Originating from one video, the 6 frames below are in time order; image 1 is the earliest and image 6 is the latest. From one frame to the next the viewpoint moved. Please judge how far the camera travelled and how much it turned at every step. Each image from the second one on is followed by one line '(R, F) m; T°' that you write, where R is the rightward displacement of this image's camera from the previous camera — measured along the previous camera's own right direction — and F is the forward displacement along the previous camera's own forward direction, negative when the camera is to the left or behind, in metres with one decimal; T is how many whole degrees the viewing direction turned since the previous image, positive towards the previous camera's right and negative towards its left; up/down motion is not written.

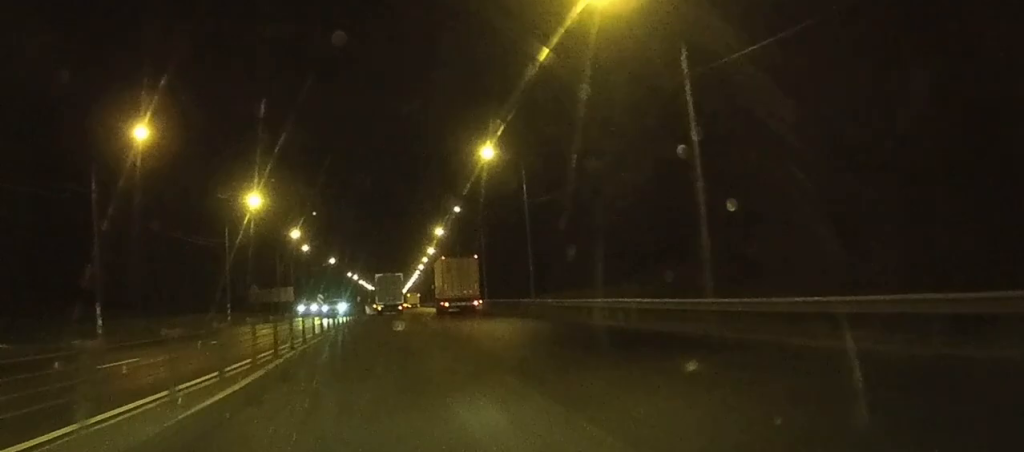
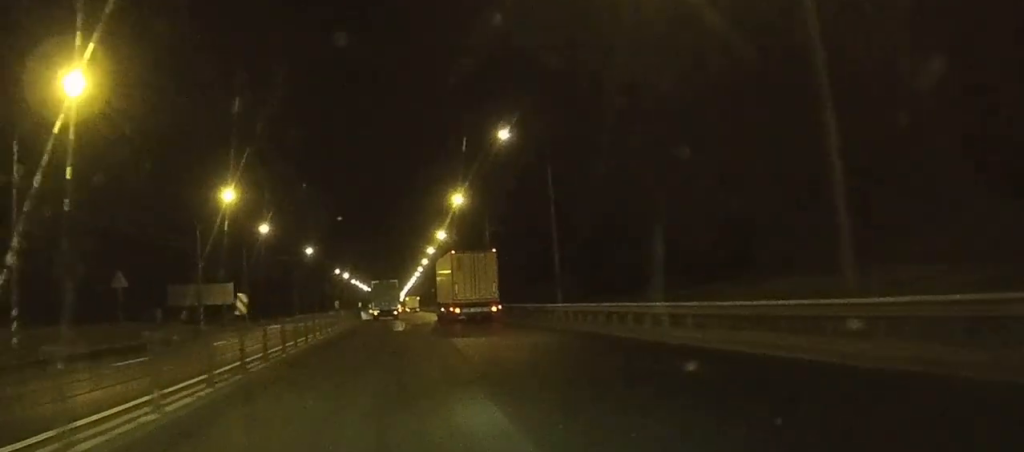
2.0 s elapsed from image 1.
(+0.1, +45.1) m; 0°
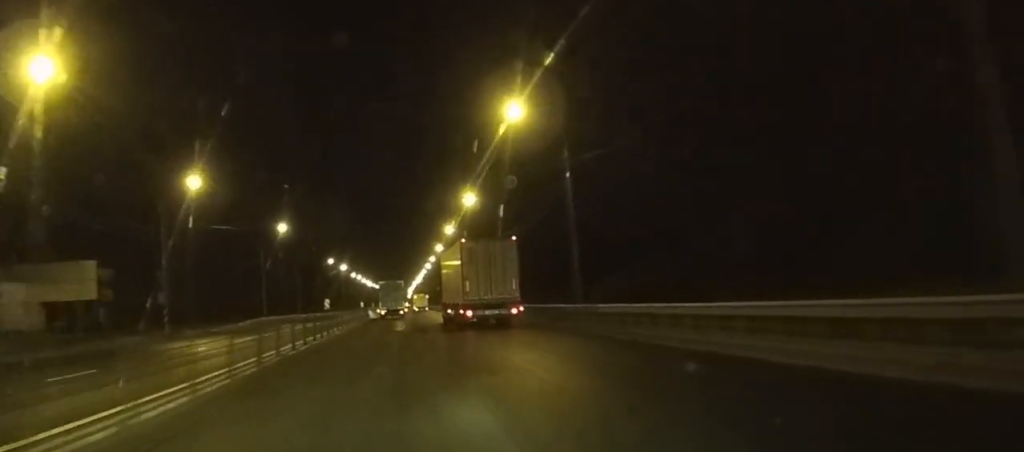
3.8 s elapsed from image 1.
(-0.1, +38.3) m; -1°
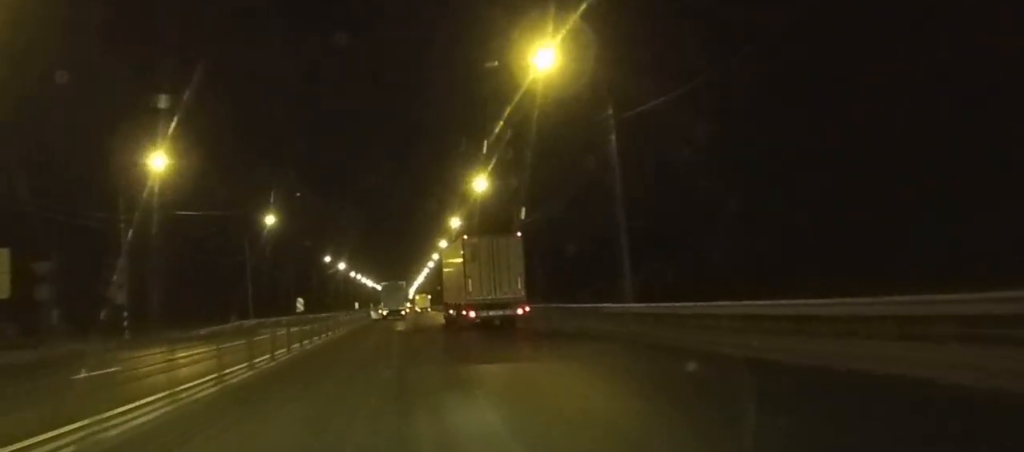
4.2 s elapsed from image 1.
(0.0, +10.3) m; 0°
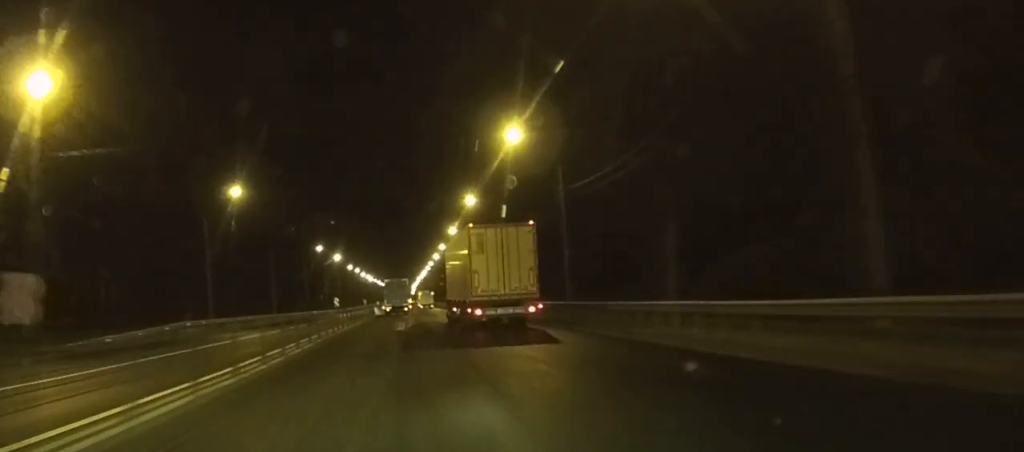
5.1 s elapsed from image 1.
(0.0, +19.9) m; 0°
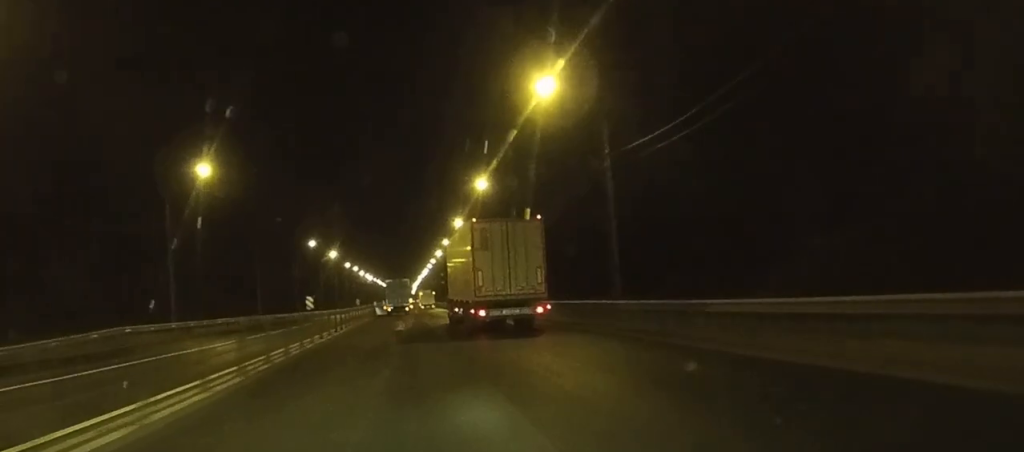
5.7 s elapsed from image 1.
(0.0, +11.8) m; 0°
